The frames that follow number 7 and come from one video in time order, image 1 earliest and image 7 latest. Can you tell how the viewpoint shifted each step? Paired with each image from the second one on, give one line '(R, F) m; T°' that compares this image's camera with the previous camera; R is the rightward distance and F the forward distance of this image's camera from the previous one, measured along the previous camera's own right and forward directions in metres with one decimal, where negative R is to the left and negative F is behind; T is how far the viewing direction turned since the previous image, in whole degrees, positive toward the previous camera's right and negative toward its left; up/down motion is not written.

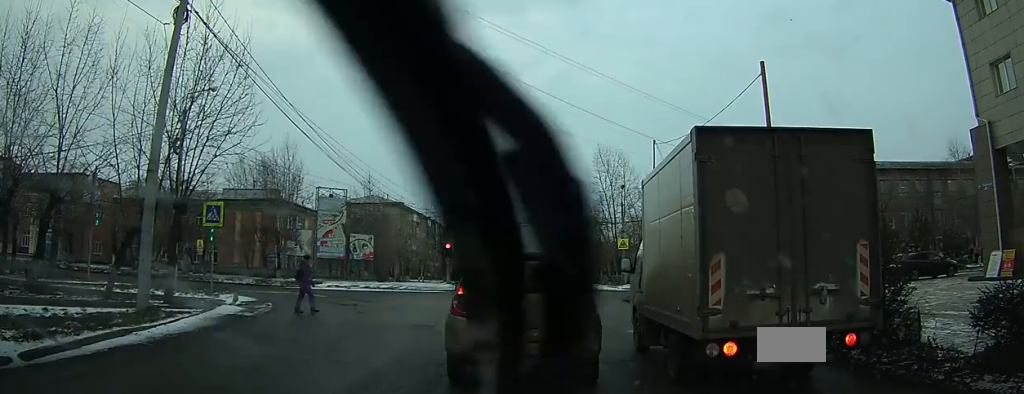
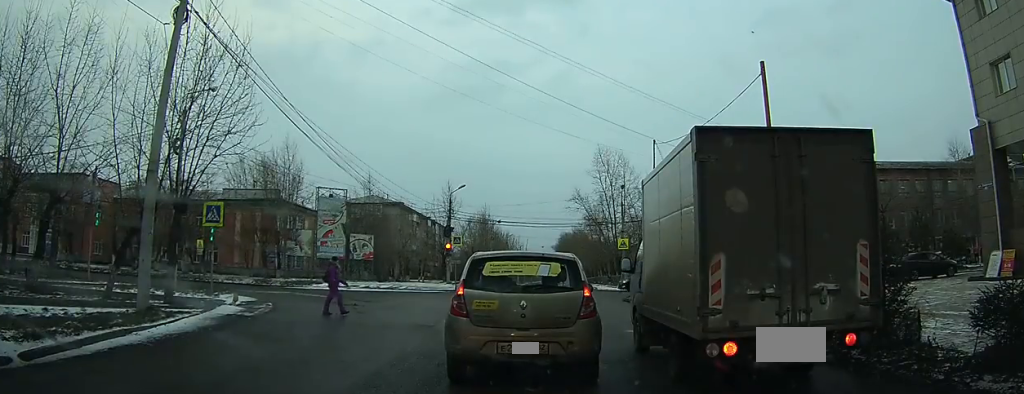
(0.0, -0.1) m; 0°
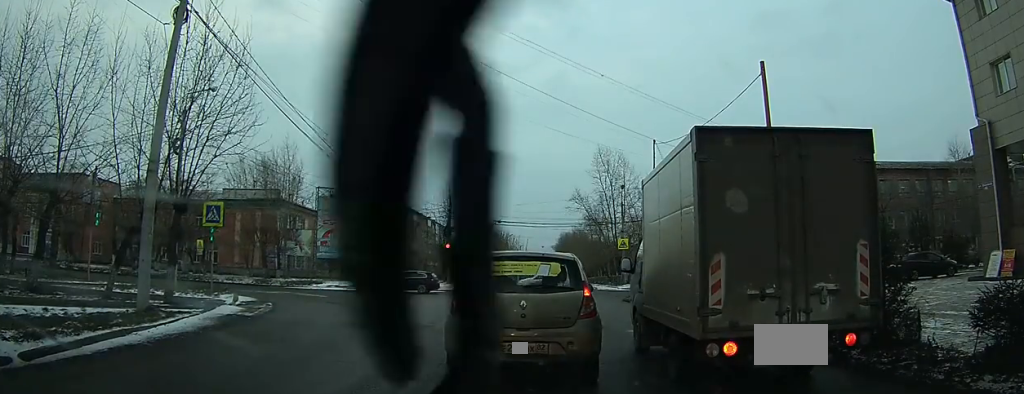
(-0.1, -0.1) m; 0°
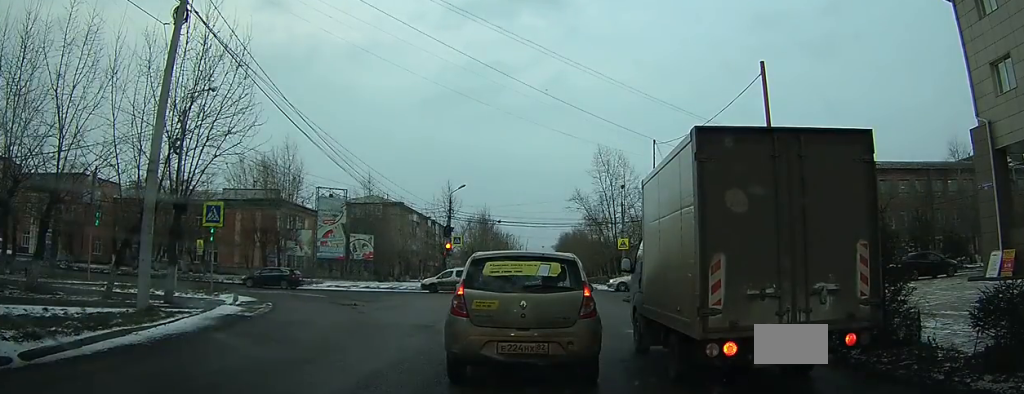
(0.0, 0.0) m; 0°
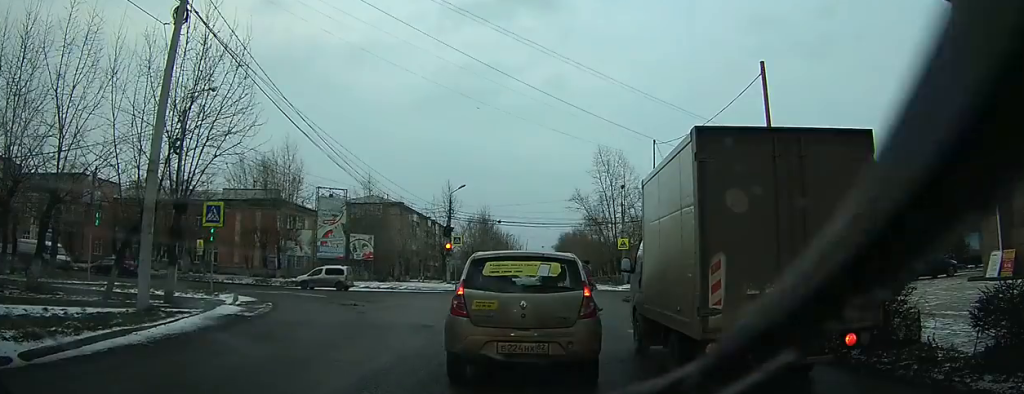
(0.0, 0.0) m; 0°
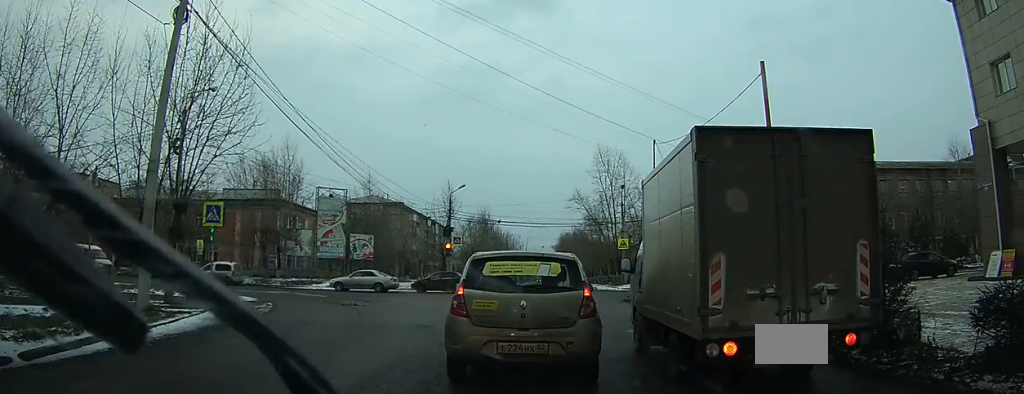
(0.0, 0.0) m; 0°
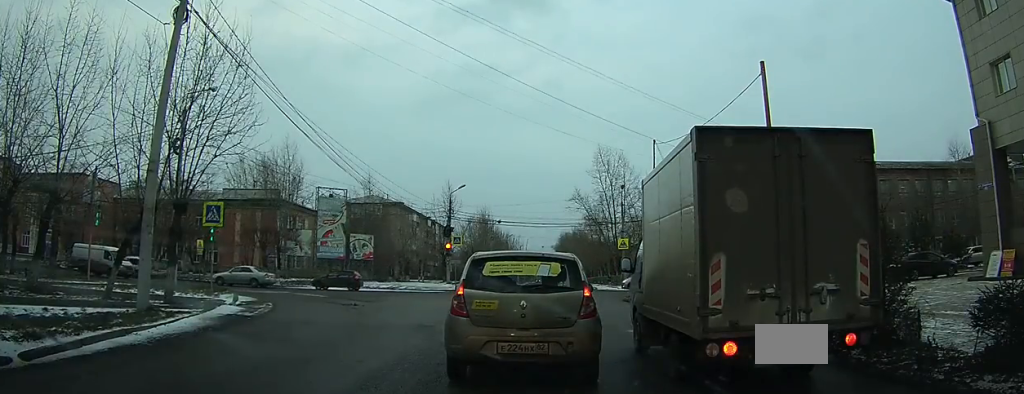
(0.0, 0.0) m; 0°
